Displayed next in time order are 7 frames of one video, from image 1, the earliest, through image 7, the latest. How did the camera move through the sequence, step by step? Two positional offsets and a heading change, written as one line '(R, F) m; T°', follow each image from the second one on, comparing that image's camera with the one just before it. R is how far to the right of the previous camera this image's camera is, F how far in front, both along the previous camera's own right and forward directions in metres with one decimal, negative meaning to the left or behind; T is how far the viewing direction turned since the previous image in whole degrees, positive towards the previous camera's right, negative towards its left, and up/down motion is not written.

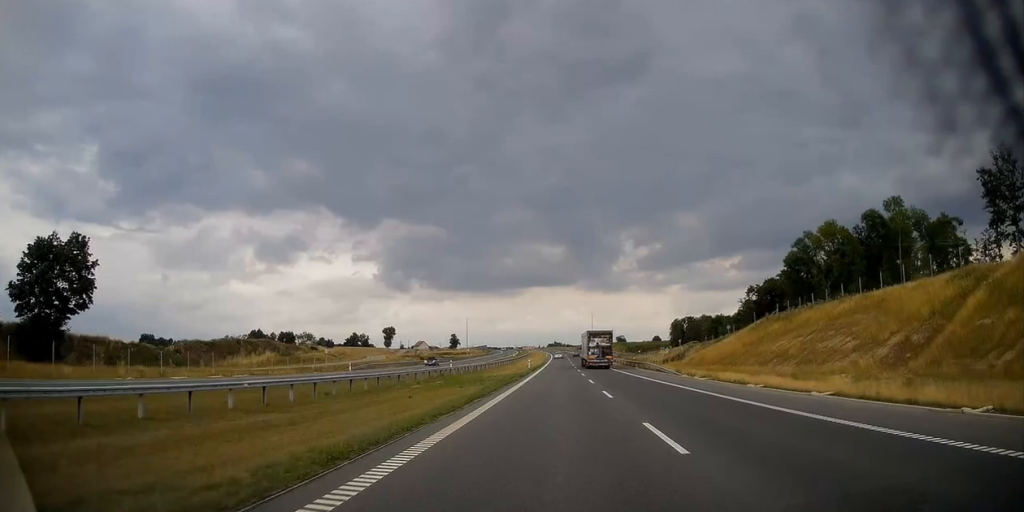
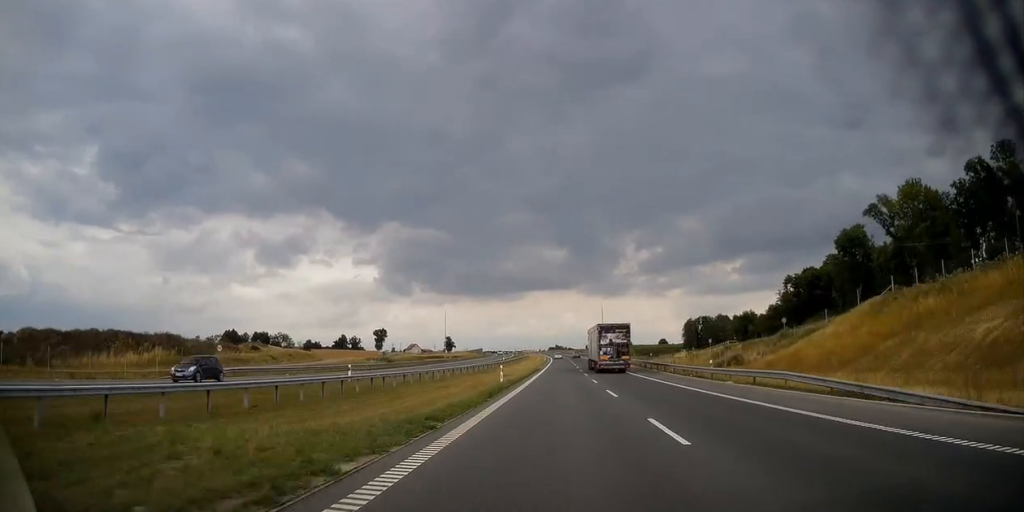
(0.0, +35.3) m; 0°
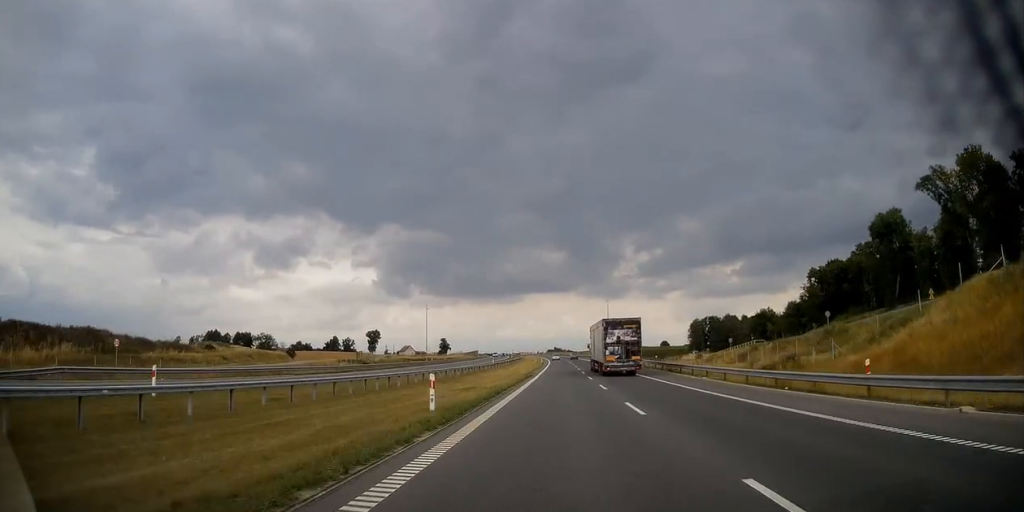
(0.0, +18.9) m; 0°
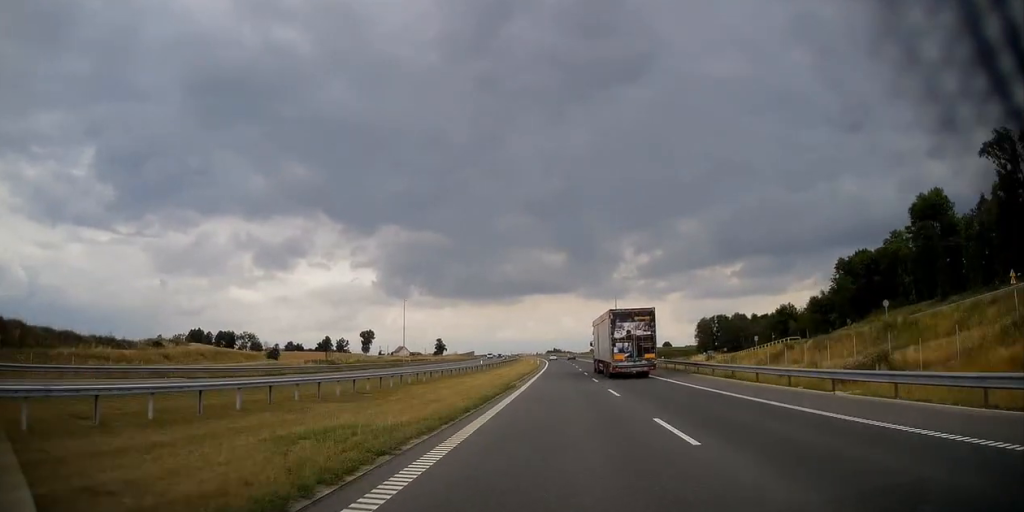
(-0.1, +17.6) m; 0°
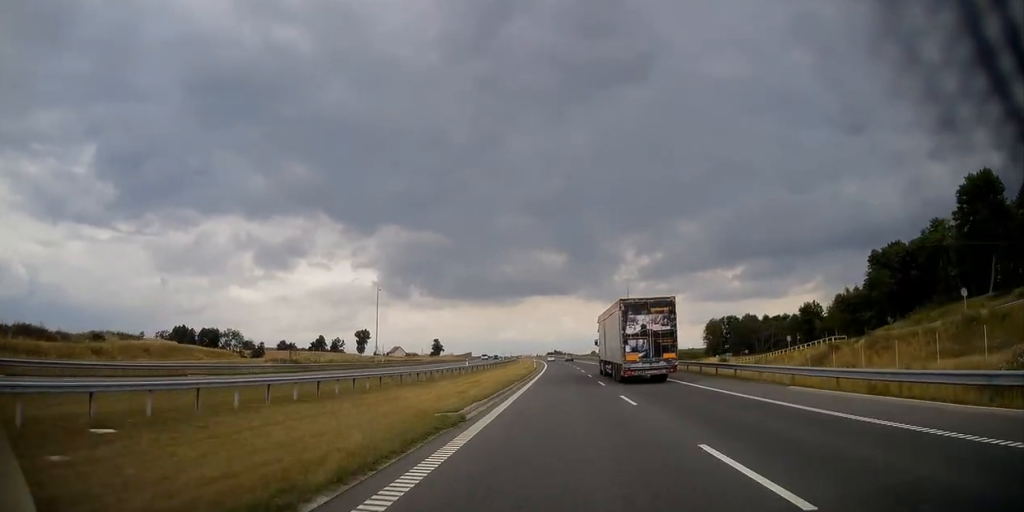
(0.0, +16.3) m; 0°
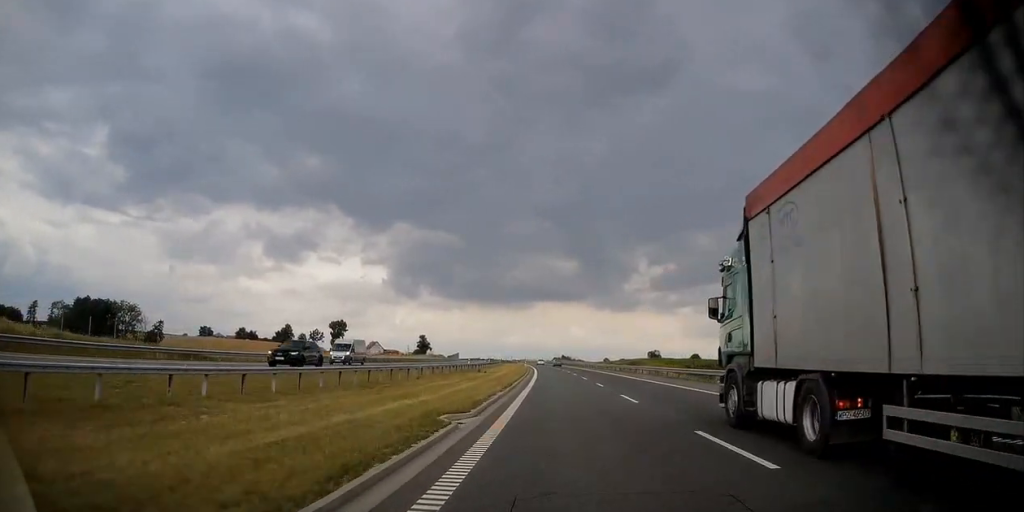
(-0.4, +81.8) m; -1°
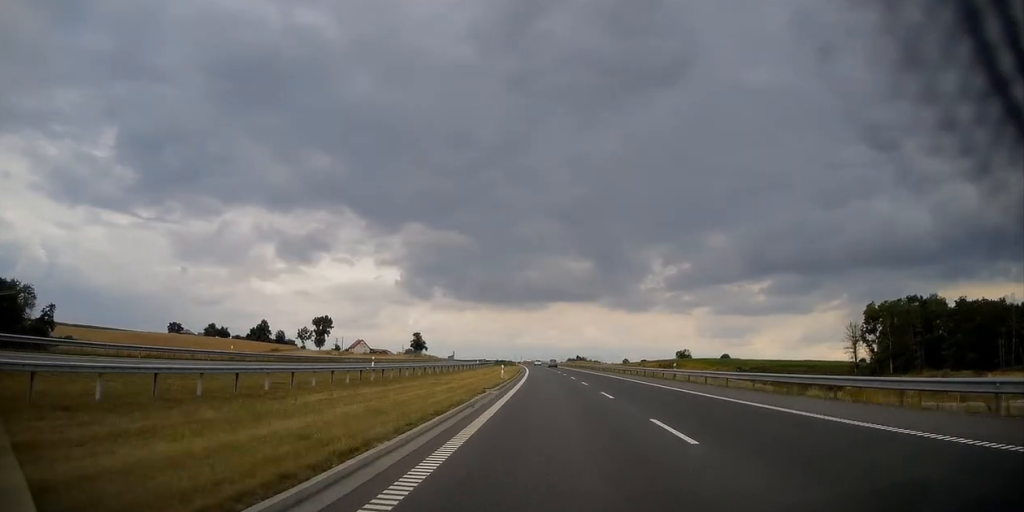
(-0.1, +58.3) m; -1°
